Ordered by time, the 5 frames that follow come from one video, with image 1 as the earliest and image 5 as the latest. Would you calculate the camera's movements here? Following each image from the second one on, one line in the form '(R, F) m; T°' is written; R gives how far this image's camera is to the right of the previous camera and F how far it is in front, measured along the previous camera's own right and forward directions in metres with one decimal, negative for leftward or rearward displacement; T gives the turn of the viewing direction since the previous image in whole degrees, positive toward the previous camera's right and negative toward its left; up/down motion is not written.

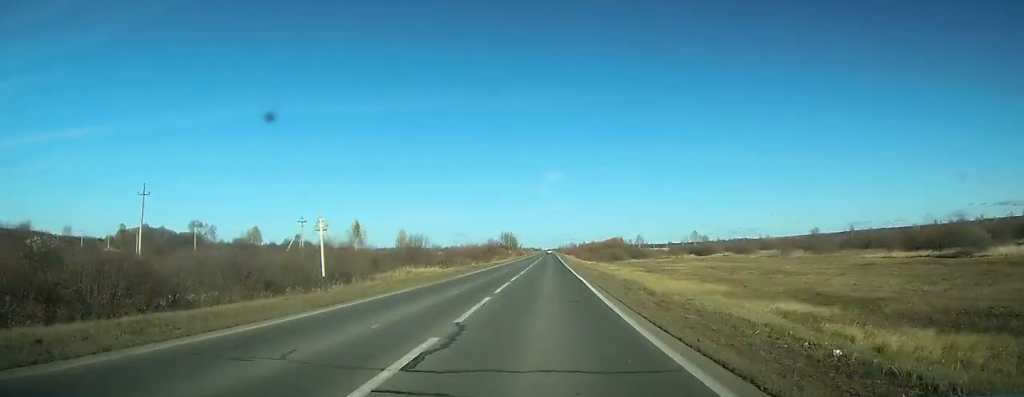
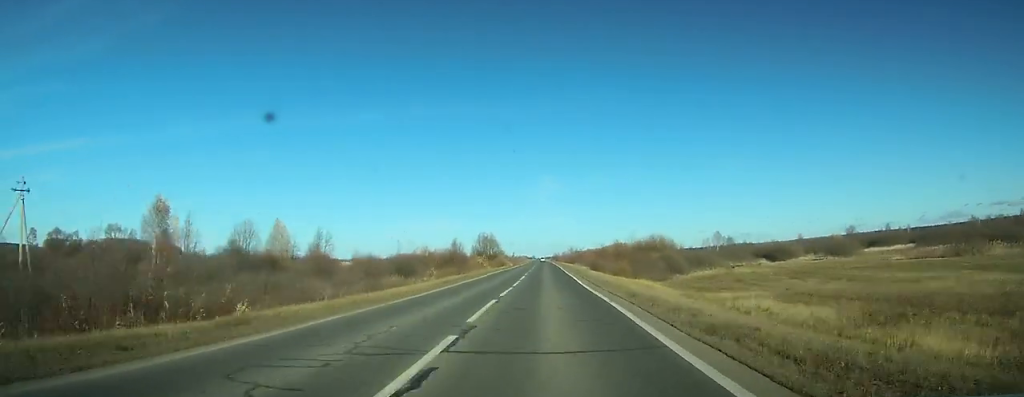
(-0.1, +58.0) m; 0°
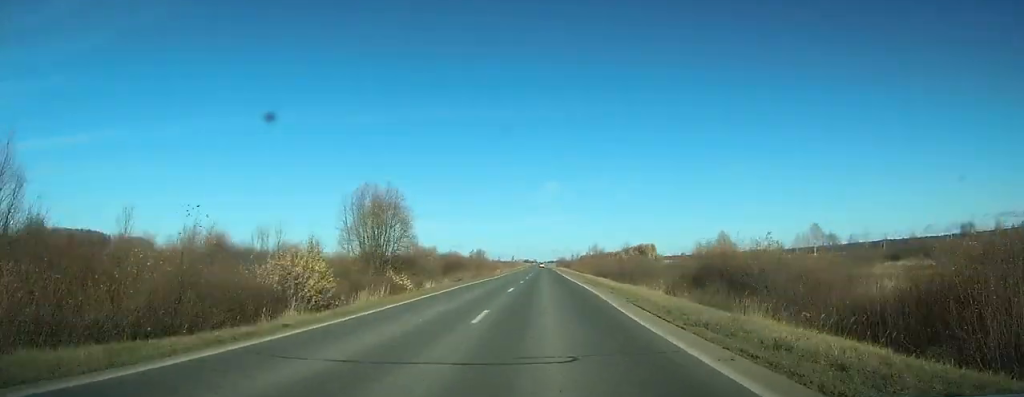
(-0.2, +111.5) m; -1°
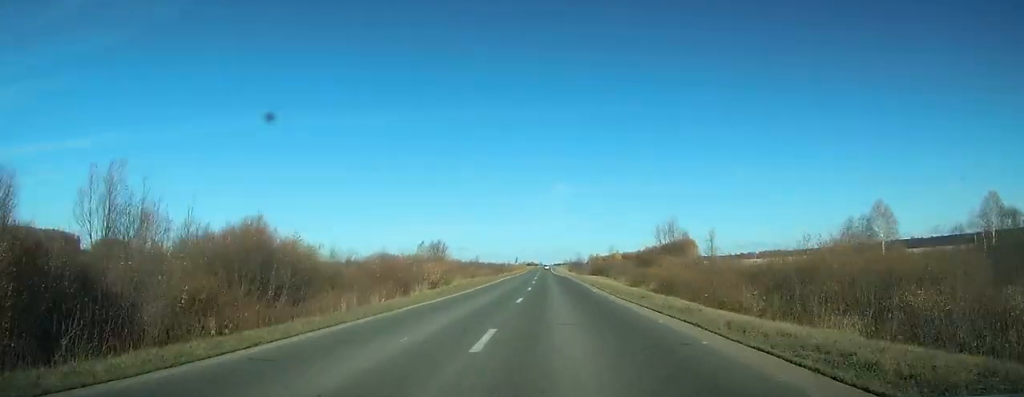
(-0.8, +87.5) m; -1°
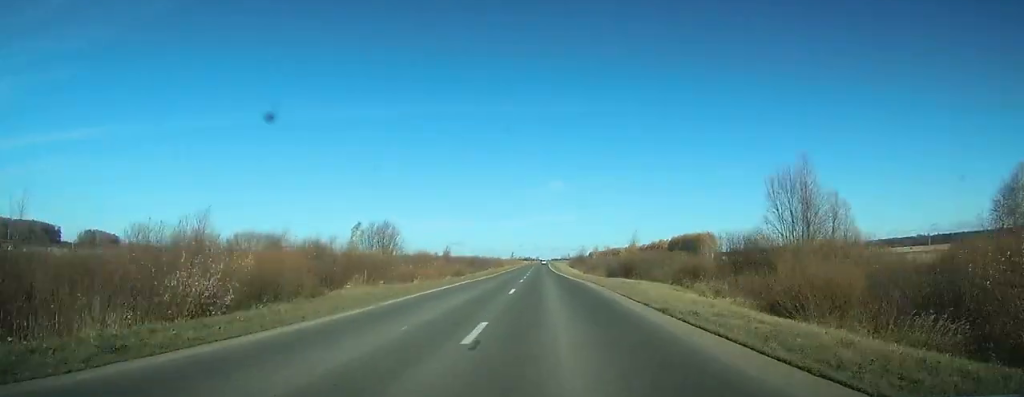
(+0.1, +35.6) m; 0°
